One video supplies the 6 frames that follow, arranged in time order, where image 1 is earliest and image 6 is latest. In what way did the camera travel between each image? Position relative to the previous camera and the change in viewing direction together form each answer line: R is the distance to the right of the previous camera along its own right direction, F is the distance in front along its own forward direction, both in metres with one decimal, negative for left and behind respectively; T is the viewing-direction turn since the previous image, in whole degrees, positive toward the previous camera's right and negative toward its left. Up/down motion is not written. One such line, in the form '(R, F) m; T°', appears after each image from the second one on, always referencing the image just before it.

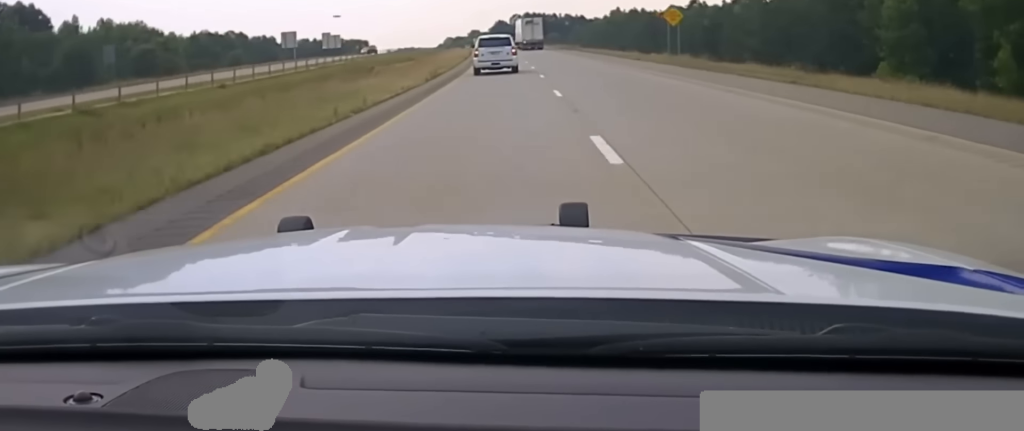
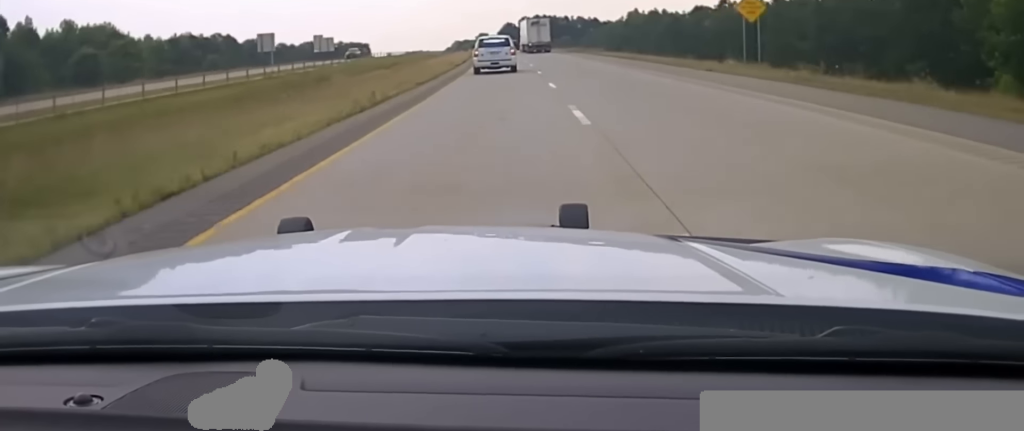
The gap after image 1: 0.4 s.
(0.0, +22.1) m; 0°
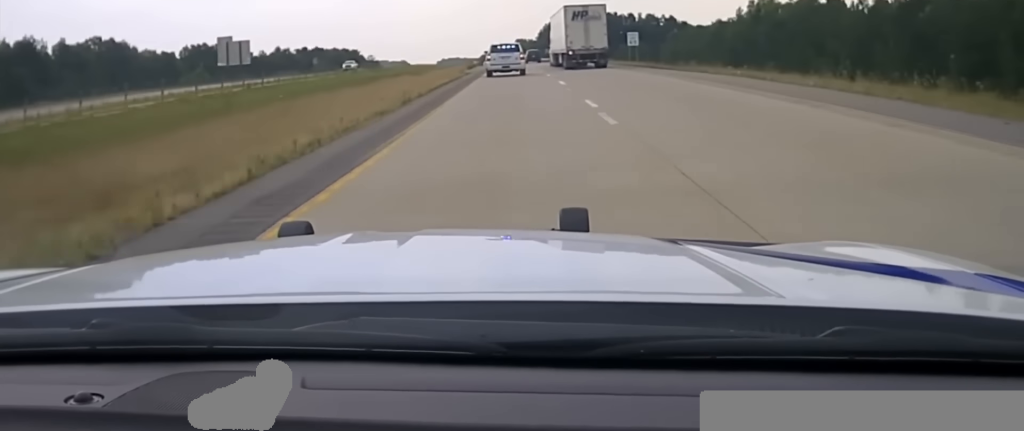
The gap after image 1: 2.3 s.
(-2.6, +103.4) m; -3°
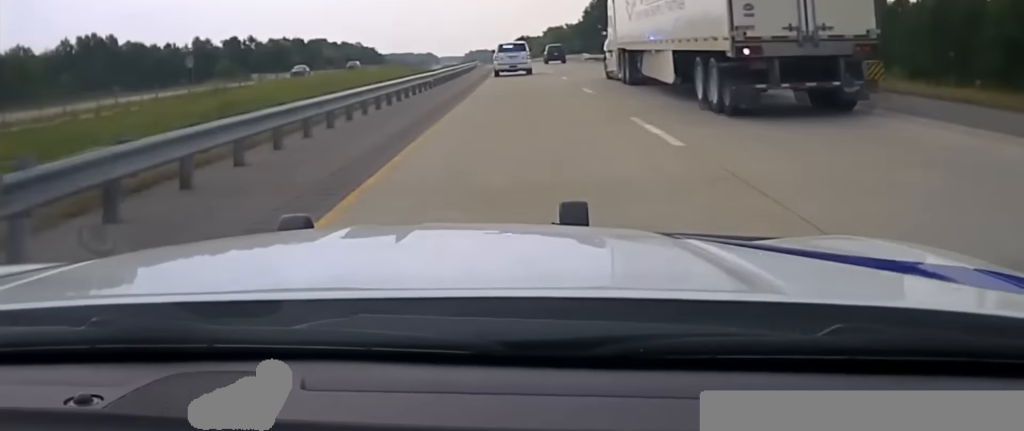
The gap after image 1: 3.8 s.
(-1.1, +78.4) m; -2°
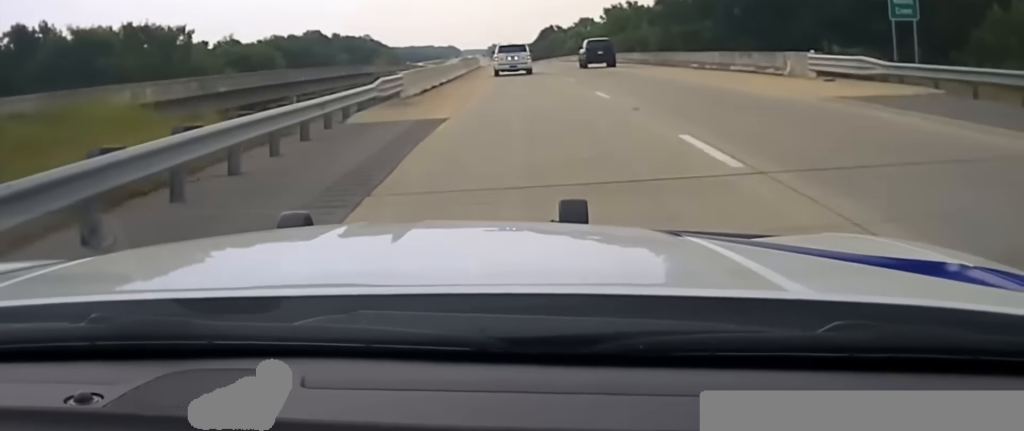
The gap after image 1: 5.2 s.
(-1.4, +74.4) m; -2°
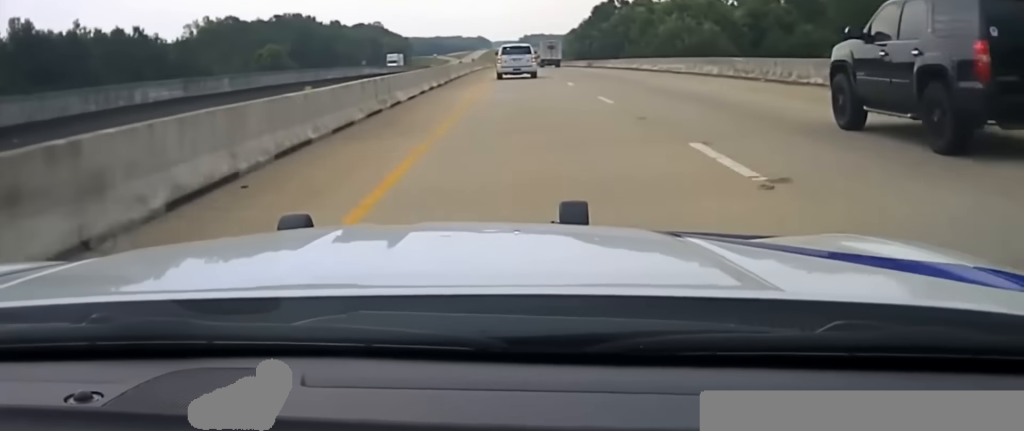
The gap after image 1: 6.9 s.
(-1.7, +92.3) m; -2°
